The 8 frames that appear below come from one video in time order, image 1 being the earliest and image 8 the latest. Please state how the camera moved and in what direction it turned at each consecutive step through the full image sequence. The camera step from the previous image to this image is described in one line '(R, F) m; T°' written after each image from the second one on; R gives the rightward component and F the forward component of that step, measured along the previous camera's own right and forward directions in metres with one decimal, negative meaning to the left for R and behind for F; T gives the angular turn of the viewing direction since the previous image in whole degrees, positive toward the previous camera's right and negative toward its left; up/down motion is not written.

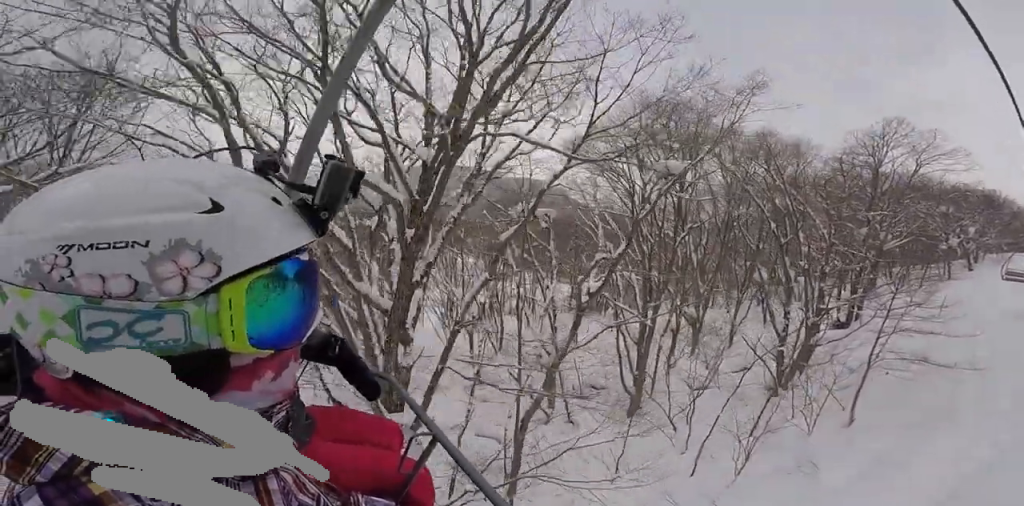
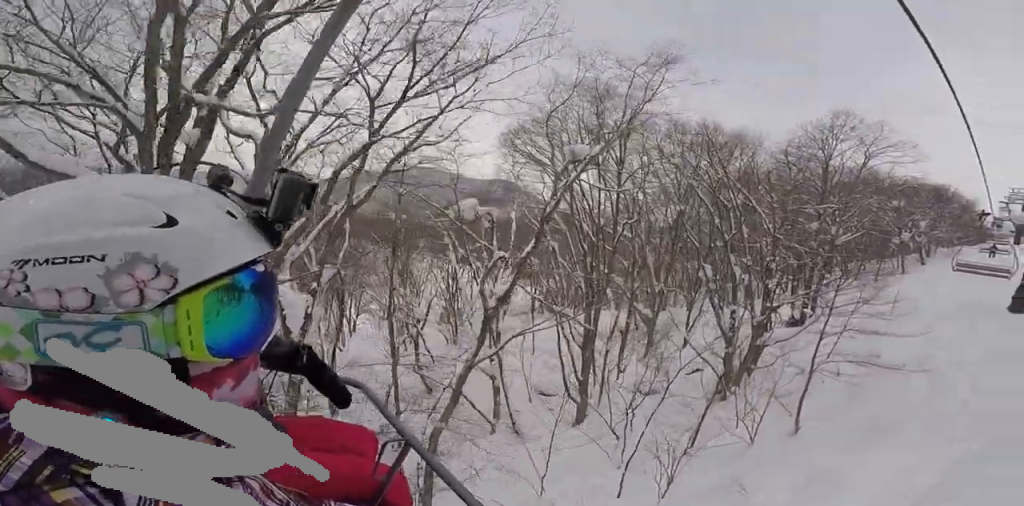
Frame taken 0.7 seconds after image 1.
(-0.1, +2.9) m; 0°
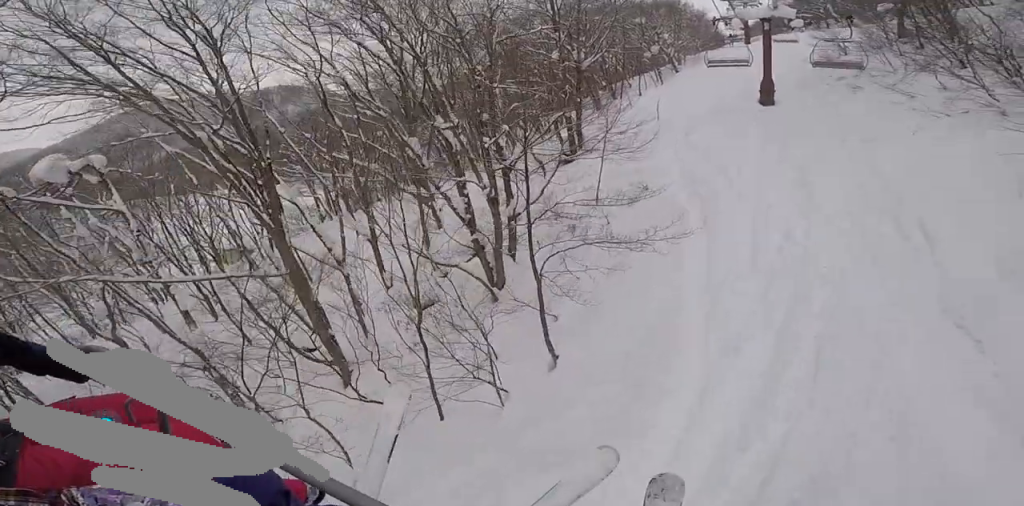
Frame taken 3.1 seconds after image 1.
(+0.4, +9.7) m; 0°
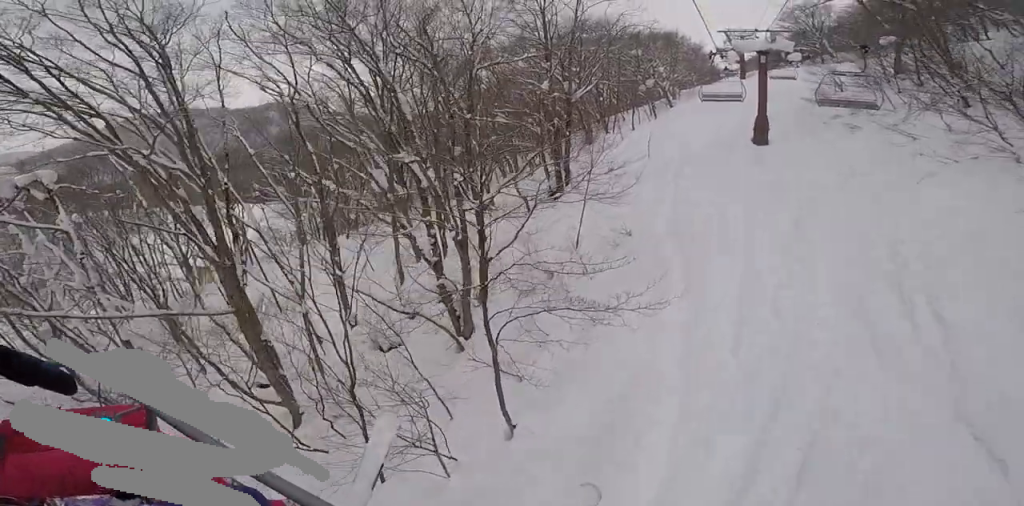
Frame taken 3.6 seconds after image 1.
(-0.1, +1.8) m; -2°
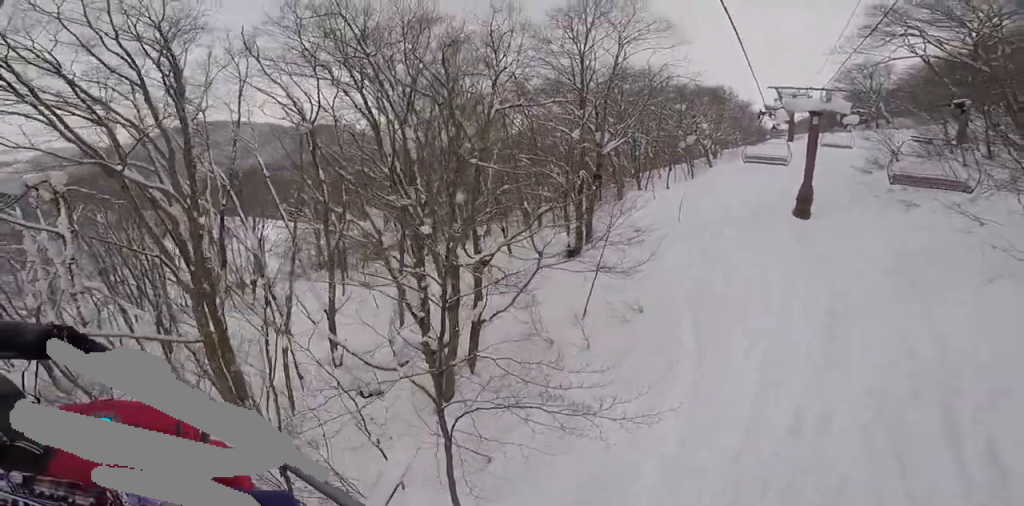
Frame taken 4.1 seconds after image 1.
(-0.1, +2.0) m; -2°
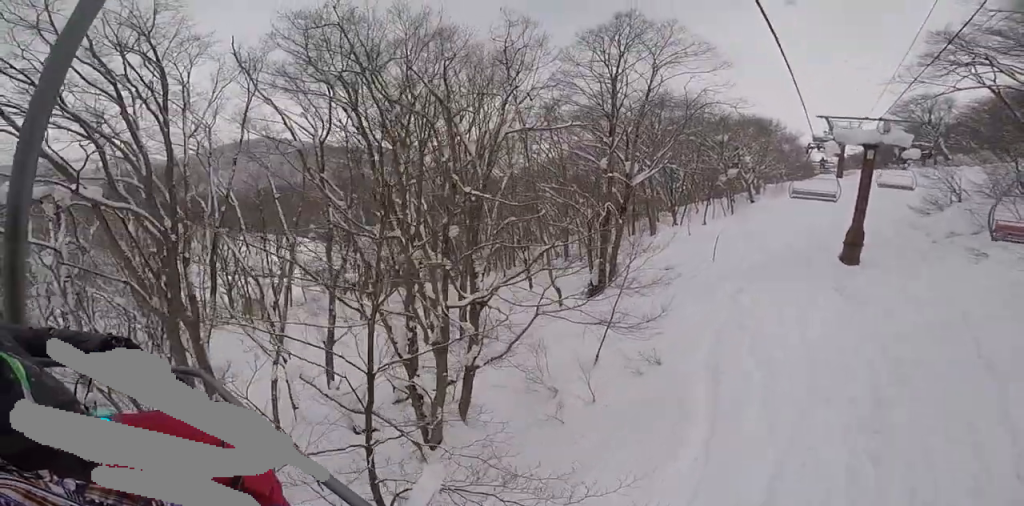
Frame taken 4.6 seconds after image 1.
(0.0, +2.1) m; +2°
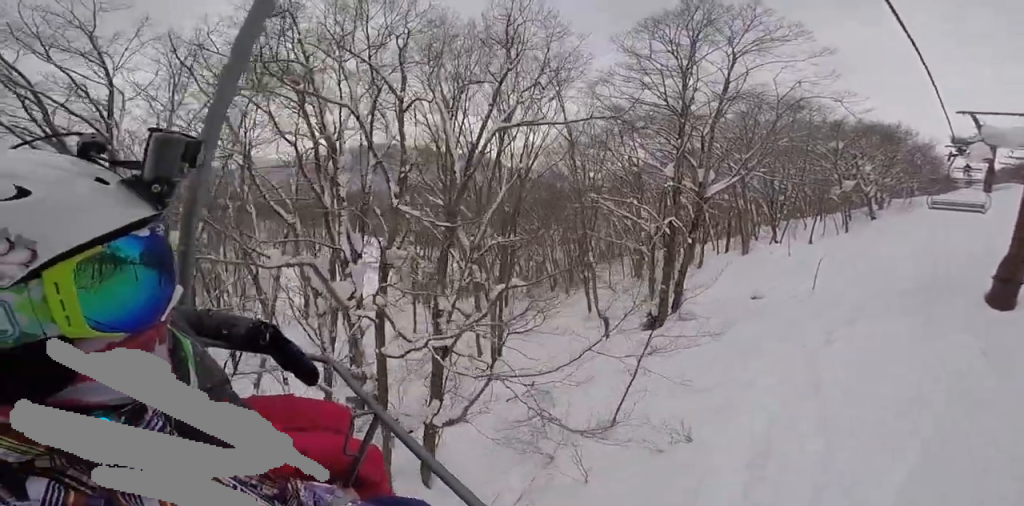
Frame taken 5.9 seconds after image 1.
(+0.3, +4.8) m; +3°
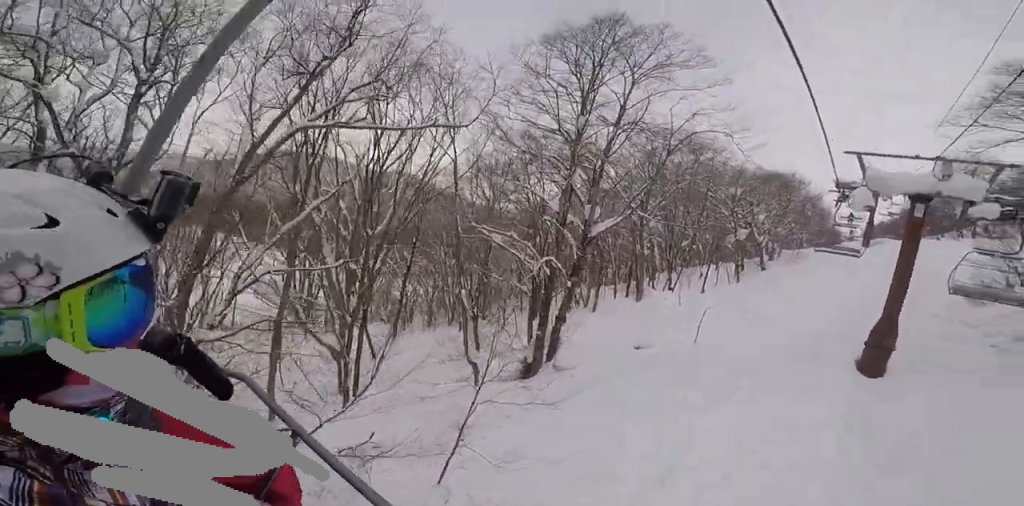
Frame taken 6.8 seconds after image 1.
(-0.1, +3.6) m; -3°
